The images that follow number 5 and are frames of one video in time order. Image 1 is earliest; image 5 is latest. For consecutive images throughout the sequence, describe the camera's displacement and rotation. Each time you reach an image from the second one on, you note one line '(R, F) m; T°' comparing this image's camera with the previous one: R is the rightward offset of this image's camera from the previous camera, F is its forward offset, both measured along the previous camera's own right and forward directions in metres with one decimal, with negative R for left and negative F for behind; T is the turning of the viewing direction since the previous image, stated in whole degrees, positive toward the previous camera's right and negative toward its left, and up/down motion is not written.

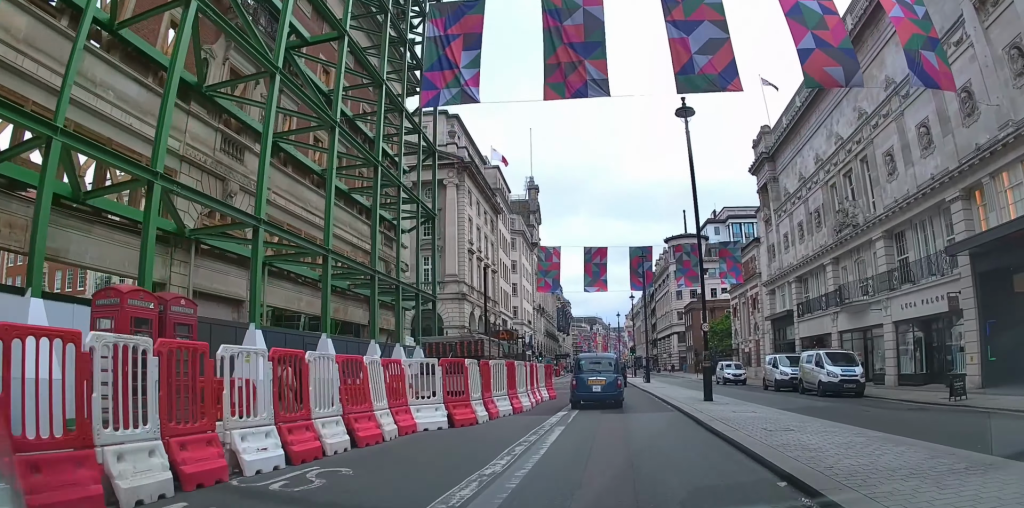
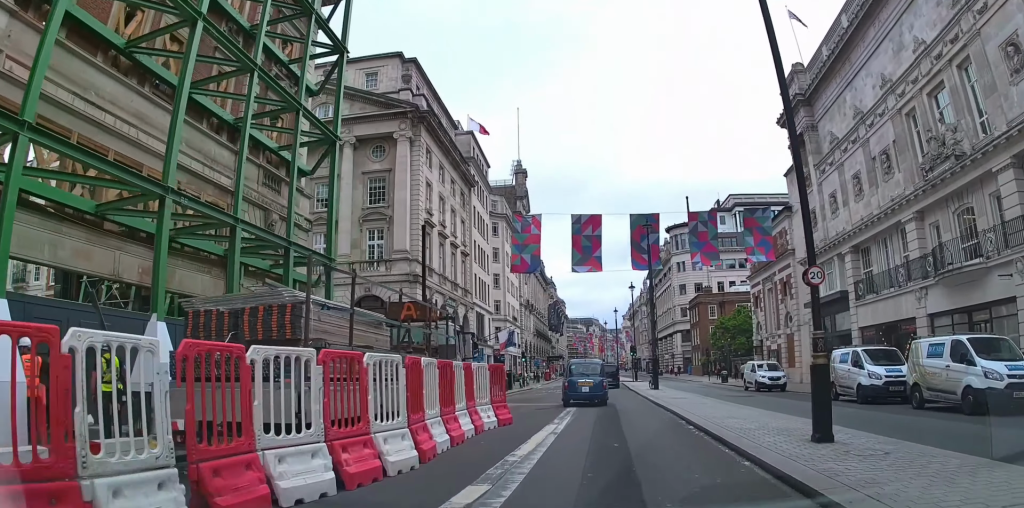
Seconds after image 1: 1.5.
(+0.4, +11.5) m; +3°
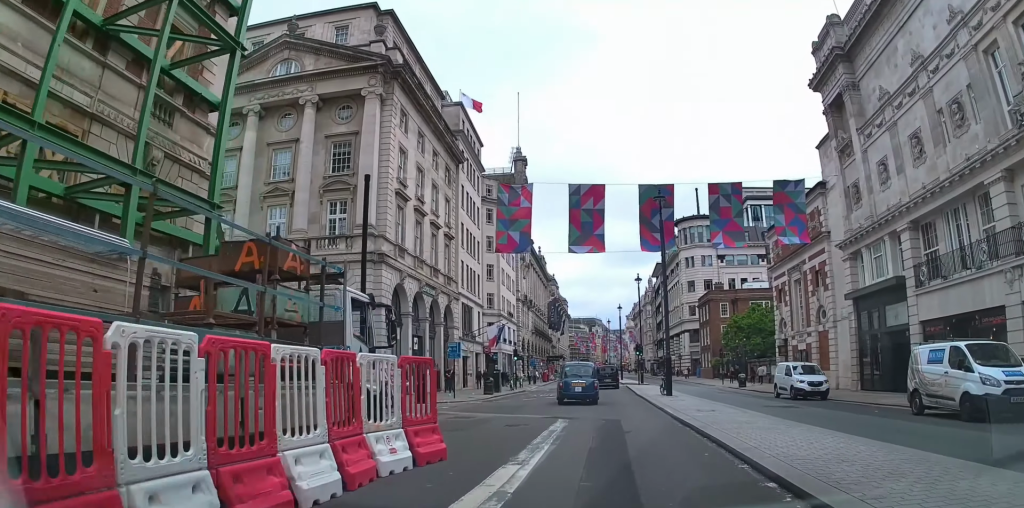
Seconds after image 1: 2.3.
(0.0, +6.6) m; -1°
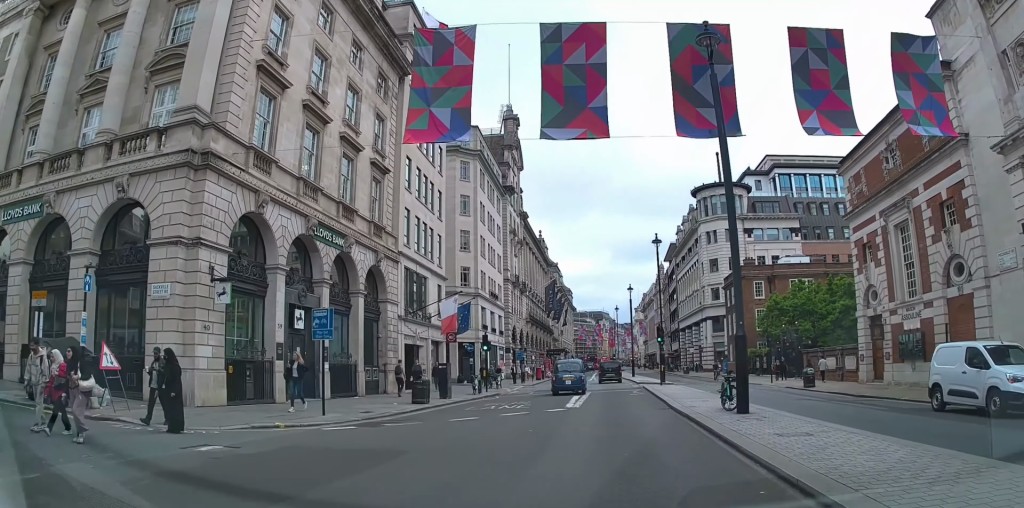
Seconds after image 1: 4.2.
(-0.4, +15.1) m; 0°
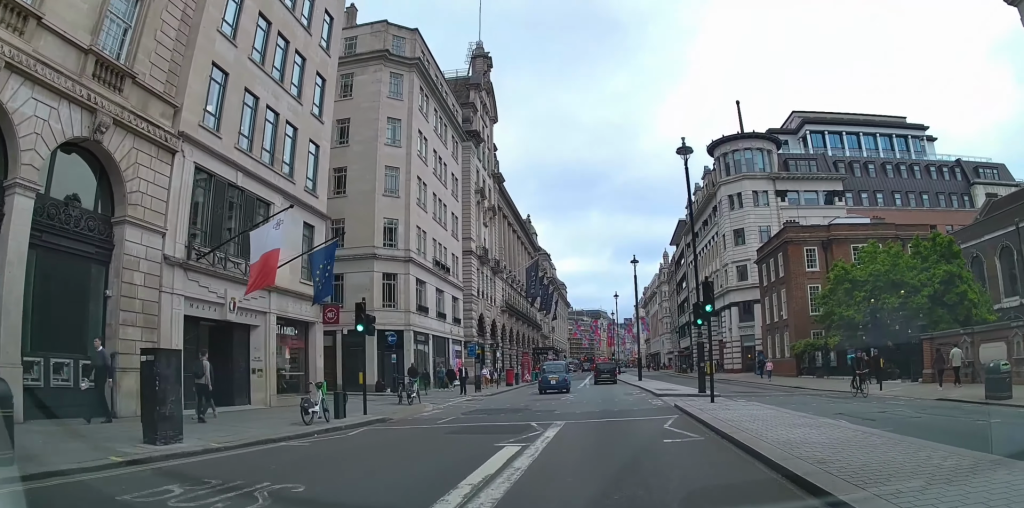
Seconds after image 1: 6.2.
(+0.9, +17.4) m; +2°
